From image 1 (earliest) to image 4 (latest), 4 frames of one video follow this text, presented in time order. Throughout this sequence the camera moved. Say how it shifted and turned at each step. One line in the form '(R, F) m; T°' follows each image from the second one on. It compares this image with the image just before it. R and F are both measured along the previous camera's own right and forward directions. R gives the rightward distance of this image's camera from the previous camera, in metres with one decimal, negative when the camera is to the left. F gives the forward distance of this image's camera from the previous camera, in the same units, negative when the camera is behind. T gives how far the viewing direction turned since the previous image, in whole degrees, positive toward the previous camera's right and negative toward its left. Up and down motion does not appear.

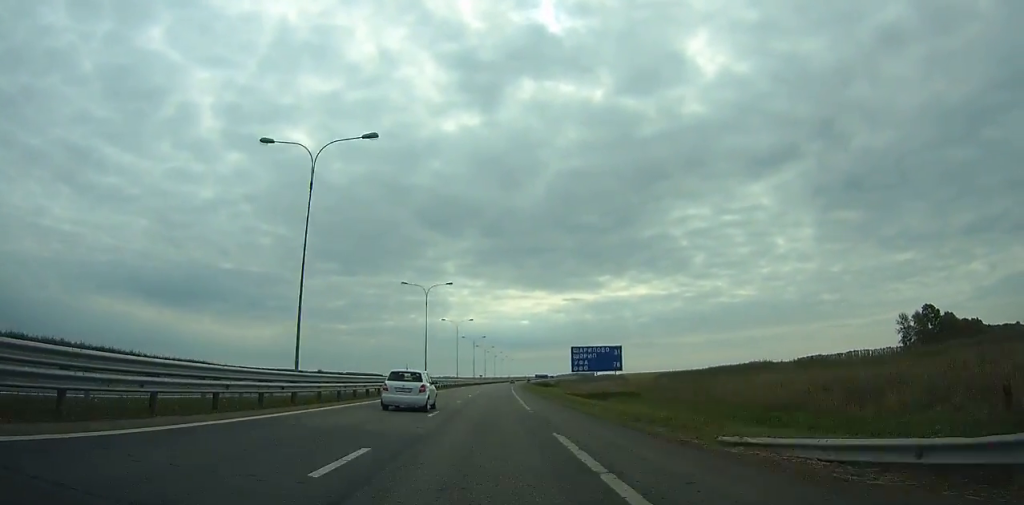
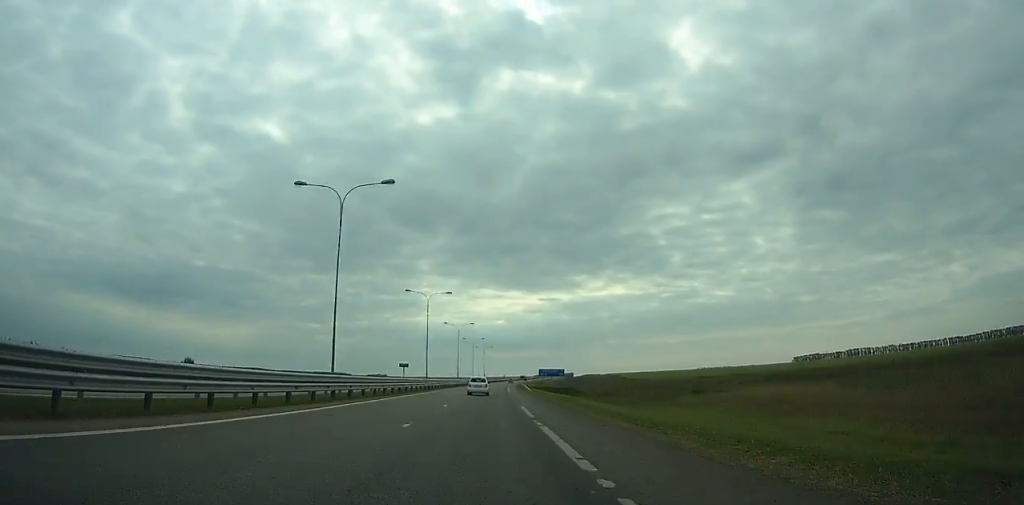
(+2.1, +112.9) m; +2°
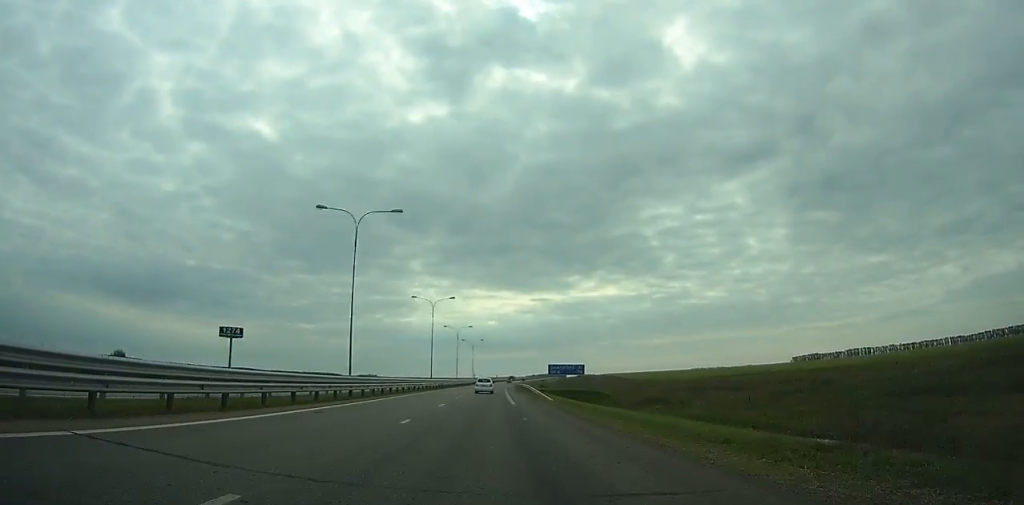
(+0.3, +34.8) m; +1°
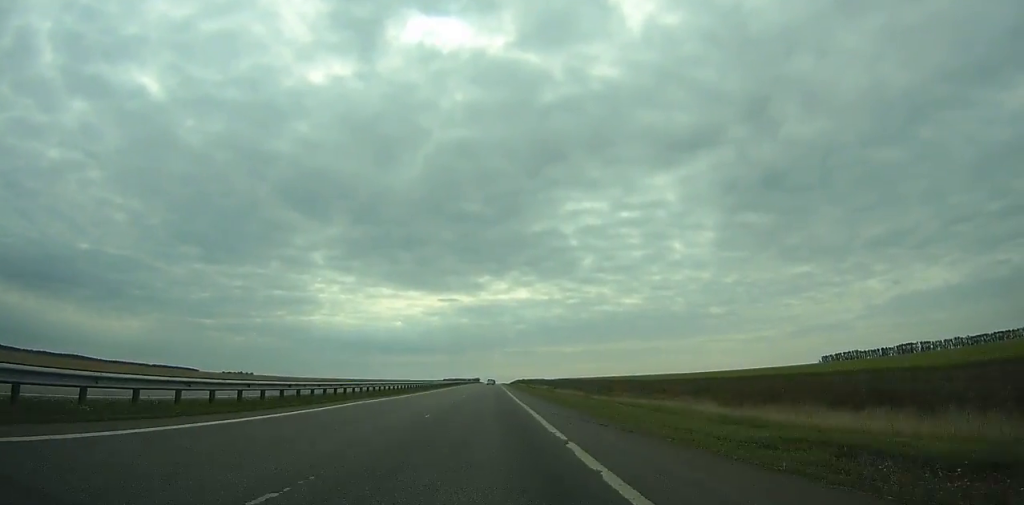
(+39.9, +498.7) m; +9°
